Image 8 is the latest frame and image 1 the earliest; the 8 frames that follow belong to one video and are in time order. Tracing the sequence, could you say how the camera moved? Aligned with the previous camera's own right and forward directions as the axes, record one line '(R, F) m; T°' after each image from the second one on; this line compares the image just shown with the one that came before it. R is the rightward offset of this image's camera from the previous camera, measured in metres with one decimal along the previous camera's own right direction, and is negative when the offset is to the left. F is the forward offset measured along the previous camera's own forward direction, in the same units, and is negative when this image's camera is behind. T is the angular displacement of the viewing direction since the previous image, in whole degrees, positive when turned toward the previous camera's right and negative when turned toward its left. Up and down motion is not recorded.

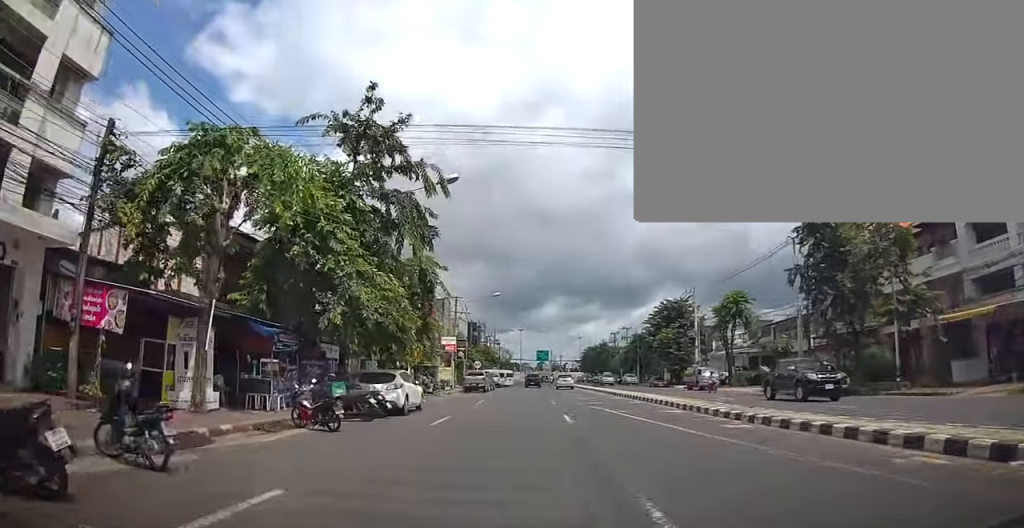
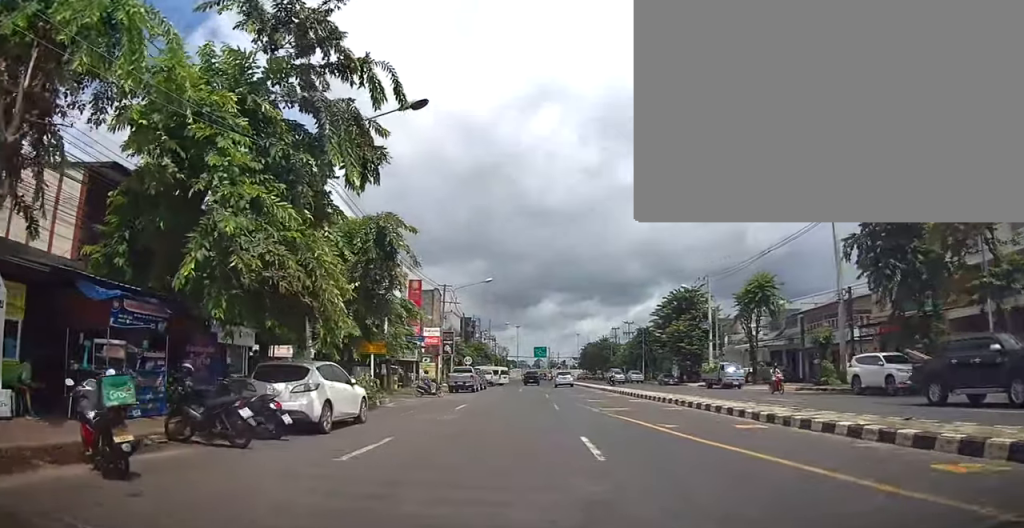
(0.0, +7.1) m; +1°
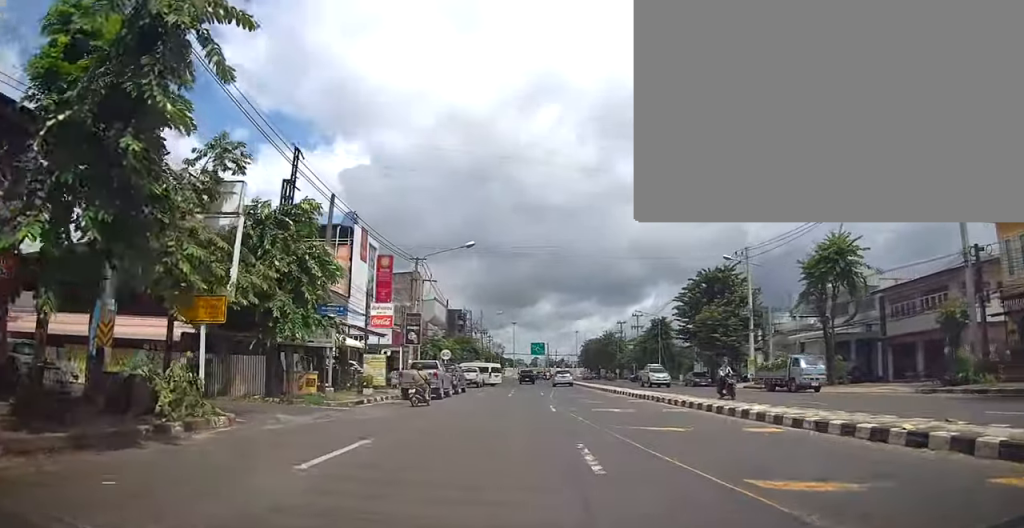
(+0.3, +14.3) m; +2°
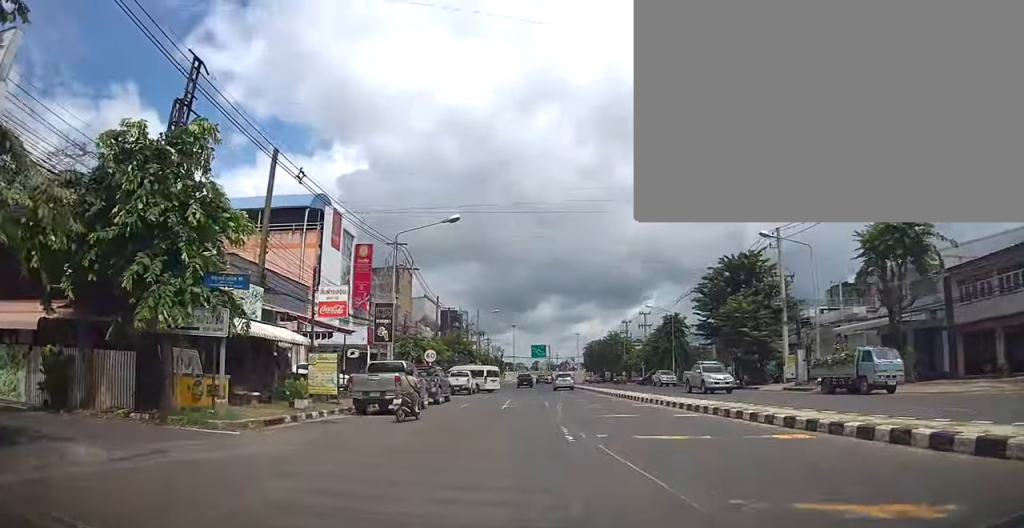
(0.0, +8.0) m; 0°
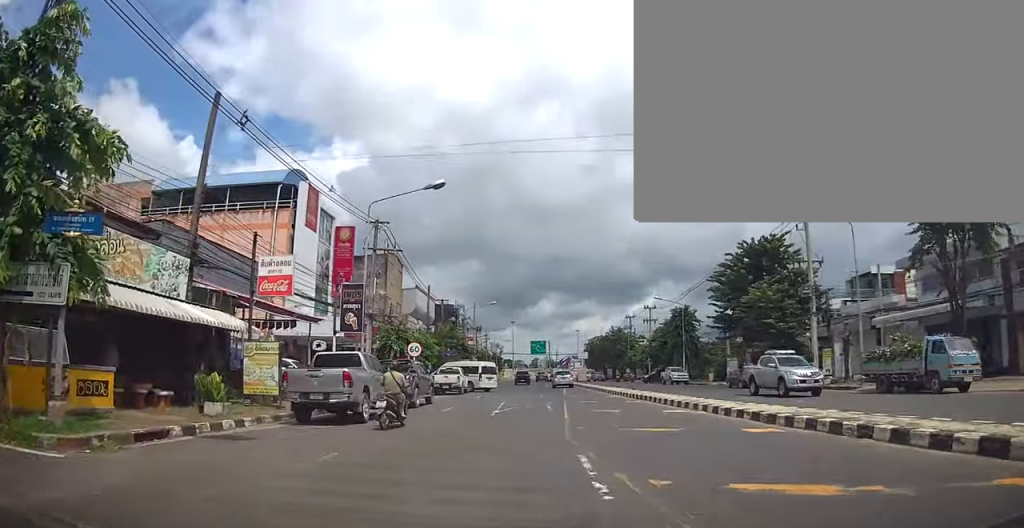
(0.0, +5.9) m; 0°
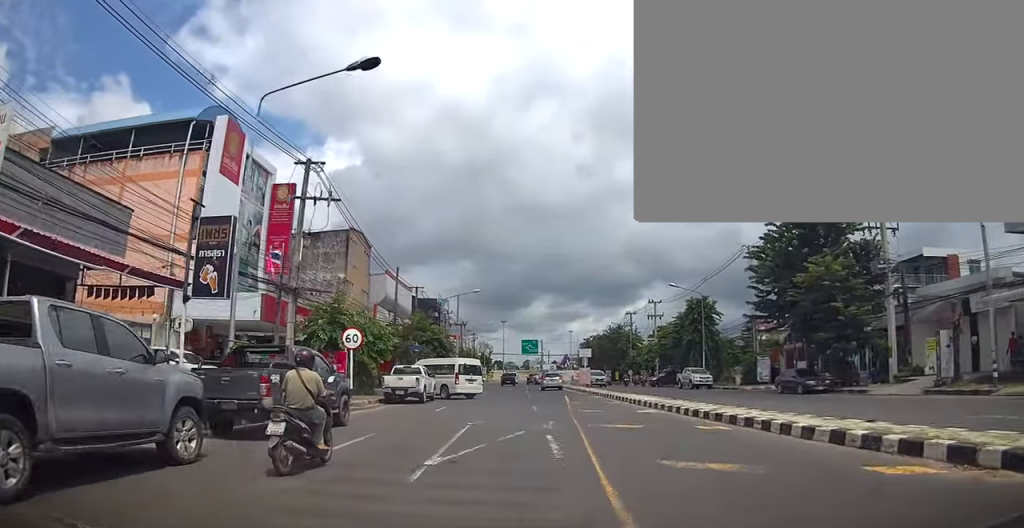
(+0.1, +12.6) m; 0°
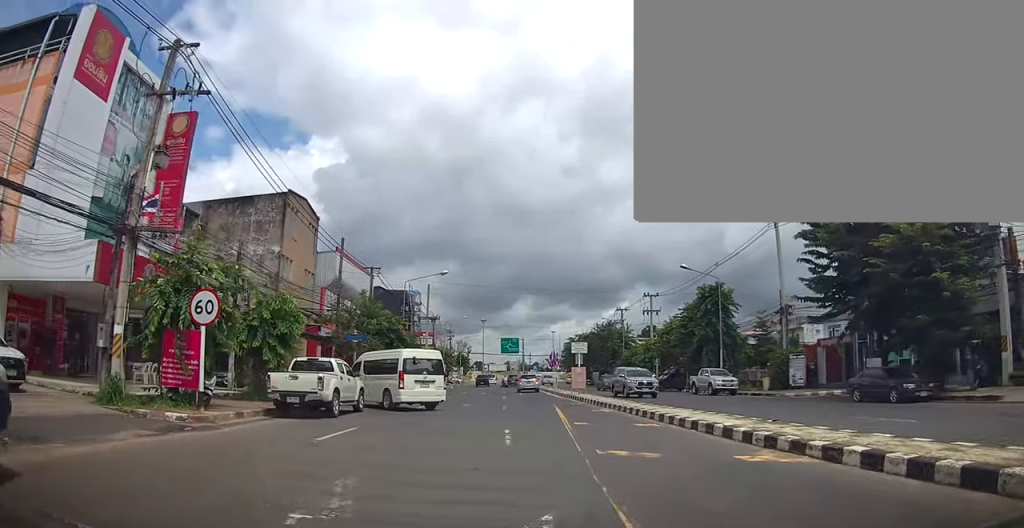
(-0.1, +12.0) m; +4°
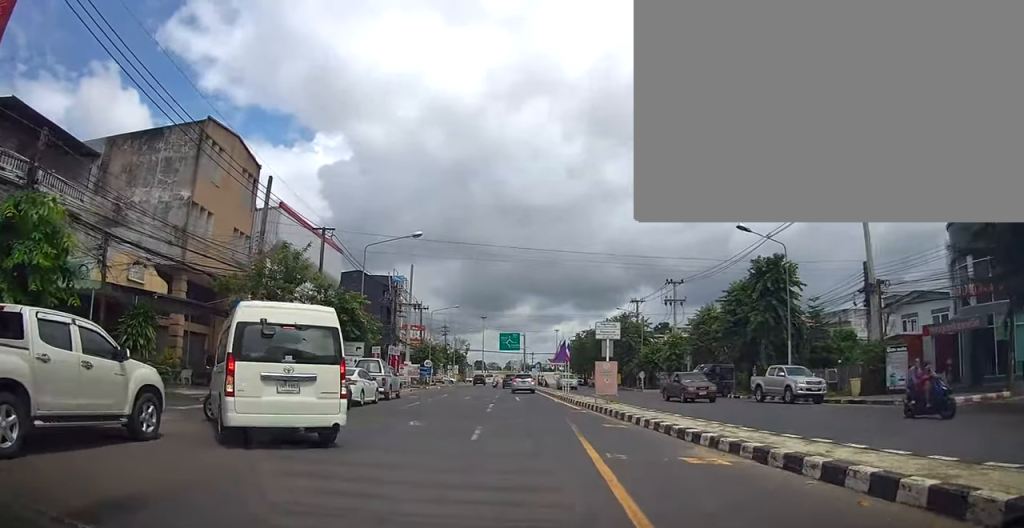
(+0.7, +12.8) m; -1°
